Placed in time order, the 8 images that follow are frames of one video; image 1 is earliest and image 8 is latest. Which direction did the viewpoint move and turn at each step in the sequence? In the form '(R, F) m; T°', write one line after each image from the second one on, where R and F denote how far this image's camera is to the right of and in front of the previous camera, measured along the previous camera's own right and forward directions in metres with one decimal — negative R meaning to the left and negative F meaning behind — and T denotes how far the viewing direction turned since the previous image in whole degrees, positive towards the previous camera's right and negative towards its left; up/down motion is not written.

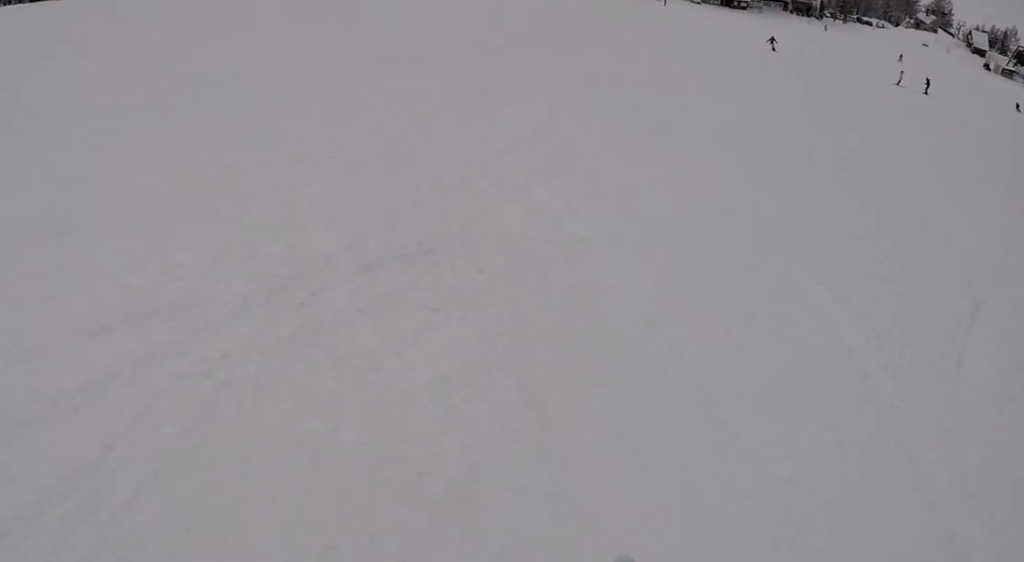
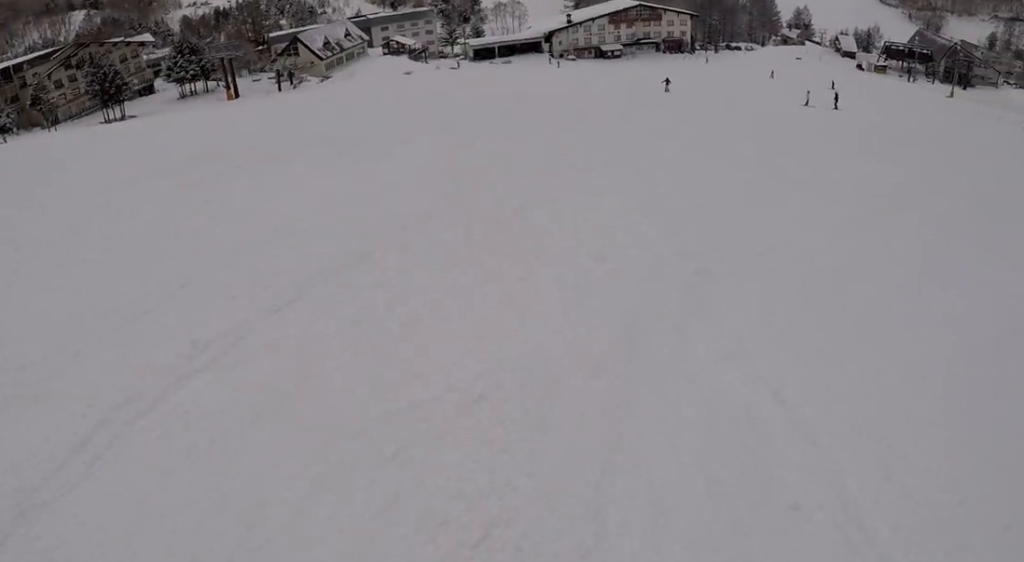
(+1.1, +5.6) m; +23°
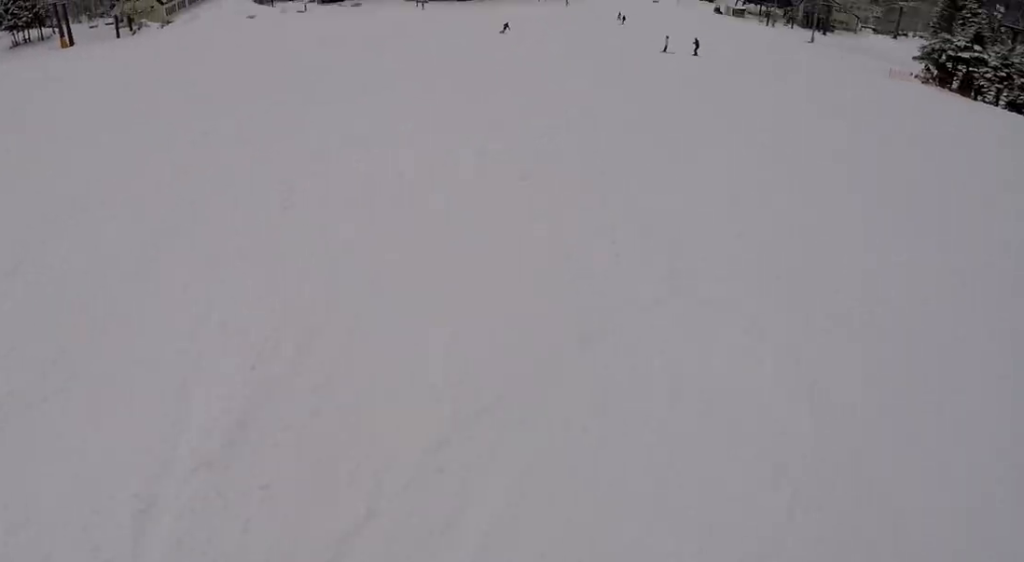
(+0.6, +5.3) m; -5°
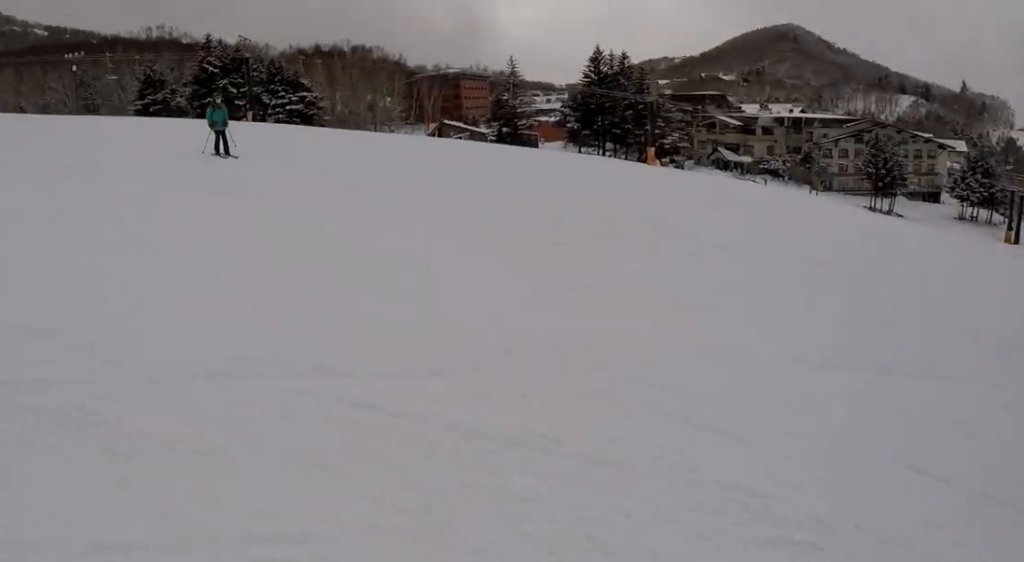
(-0.3, +3.4) m; -9°
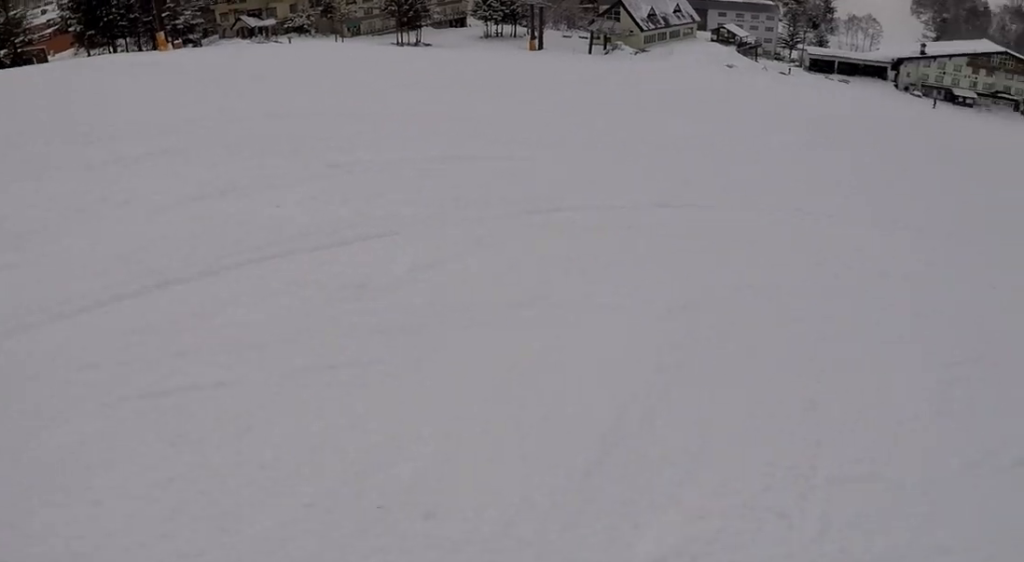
(-1.0, +3.5) m; 0°
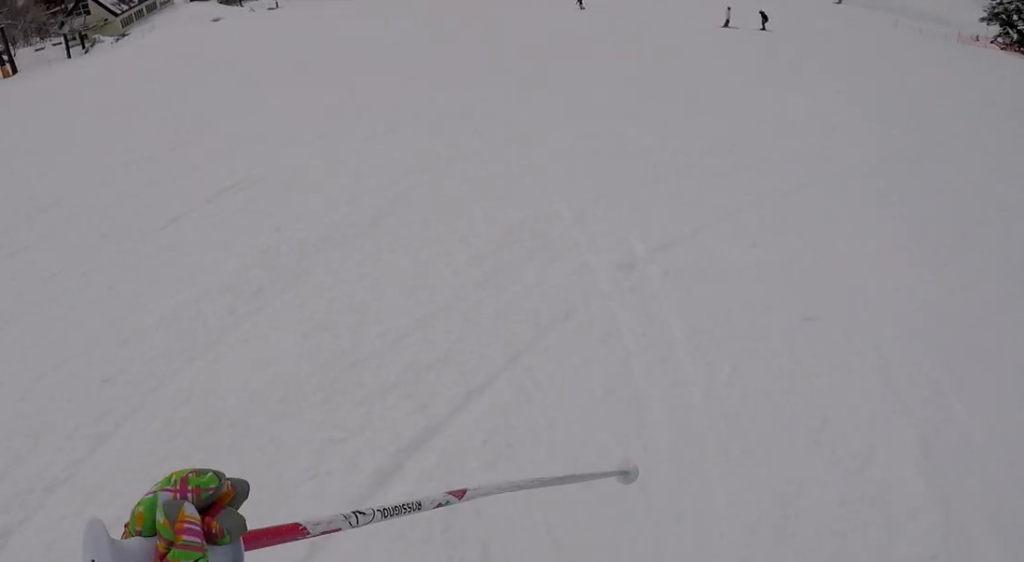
(+2.1, +6.6) m; +19°
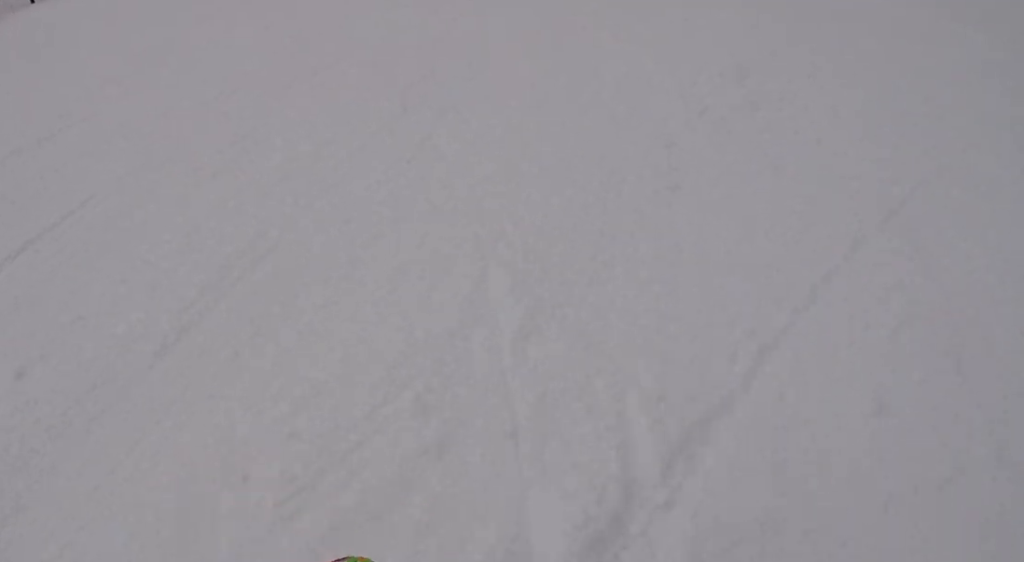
(+0.3, +2.5) m; -2°
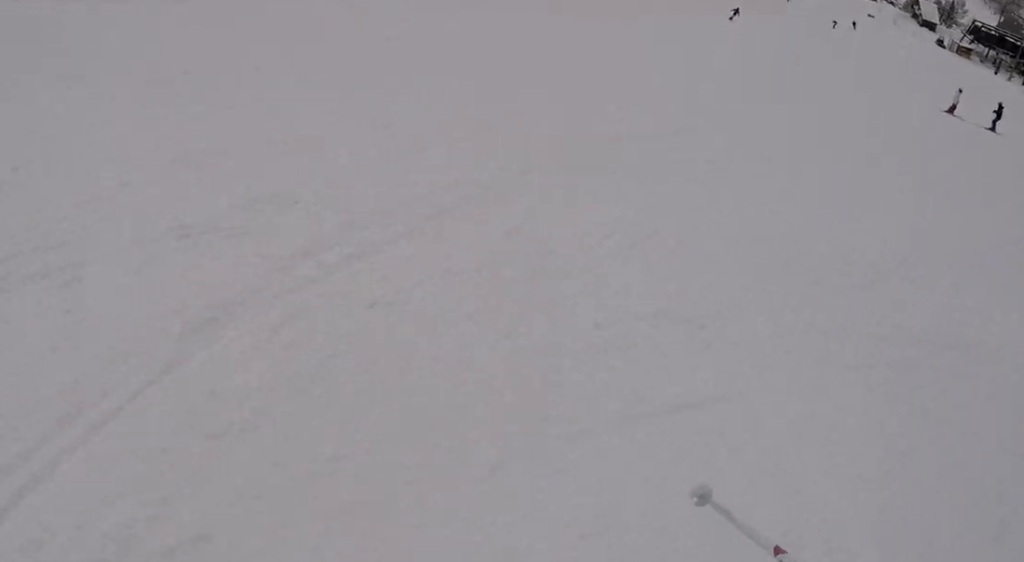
(-0.9, +7.0) m; -7°
